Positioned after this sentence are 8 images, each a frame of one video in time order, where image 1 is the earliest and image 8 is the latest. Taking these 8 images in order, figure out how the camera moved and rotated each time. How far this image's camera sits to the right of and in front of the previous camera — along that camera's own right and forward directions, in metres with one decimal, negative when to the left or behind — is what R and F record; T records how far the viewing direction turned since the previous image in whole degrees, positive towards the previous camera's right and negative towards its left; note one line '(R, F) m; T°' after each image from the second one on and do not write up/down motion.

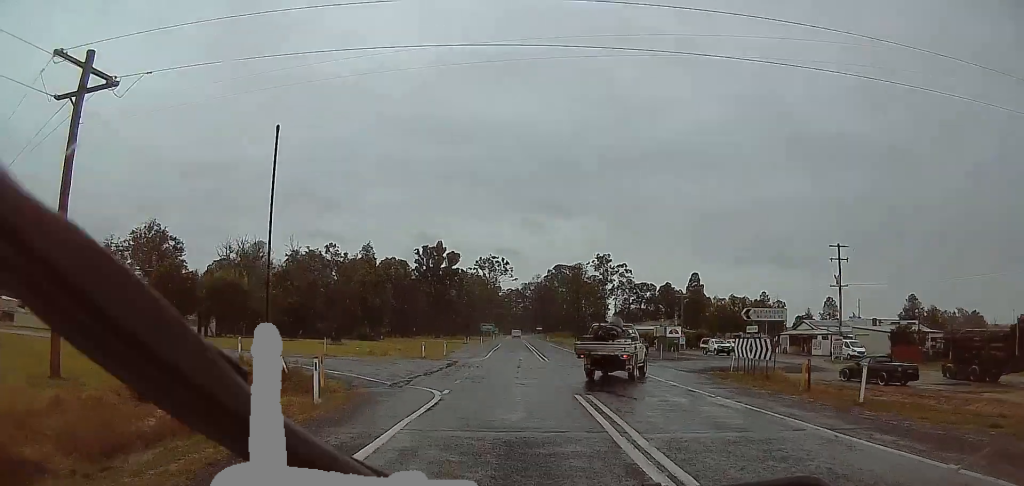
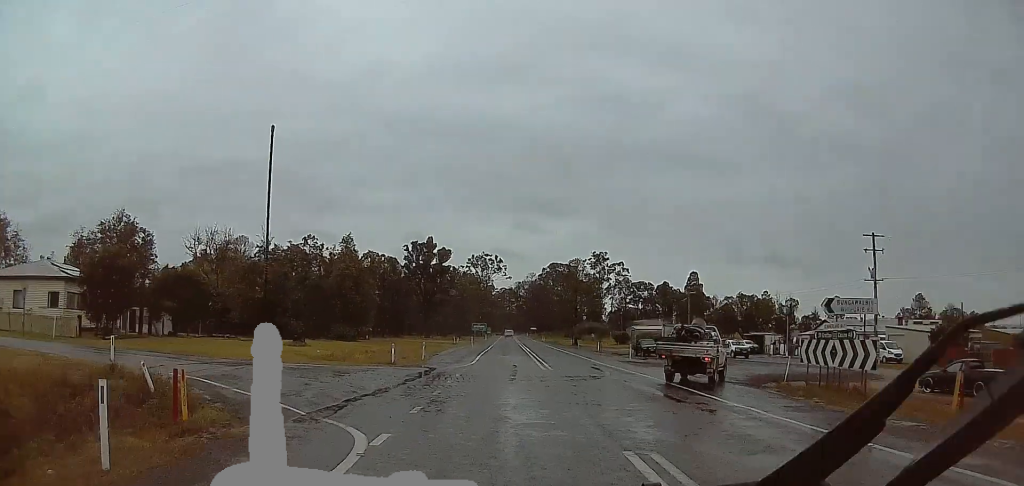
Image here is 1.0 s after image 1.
(0.0, +8.9) m; +3°
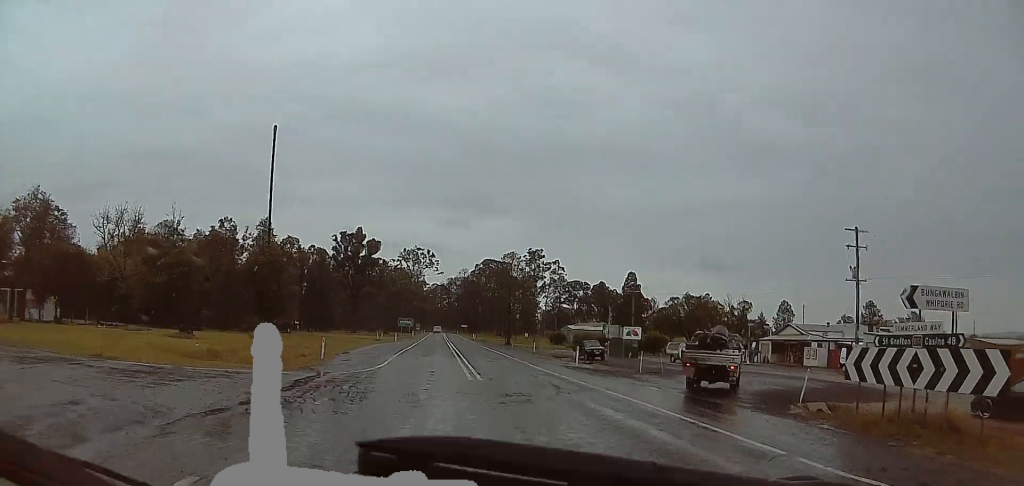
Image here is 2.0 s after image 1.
(+0.5, +8.0) m; +4°
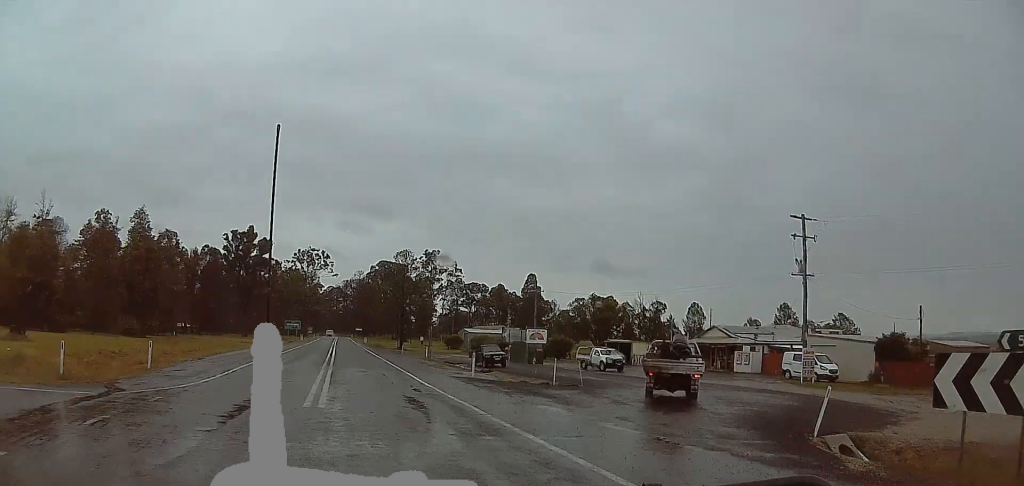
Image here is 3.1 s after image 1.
(+0.1, +8.0) m; +4°
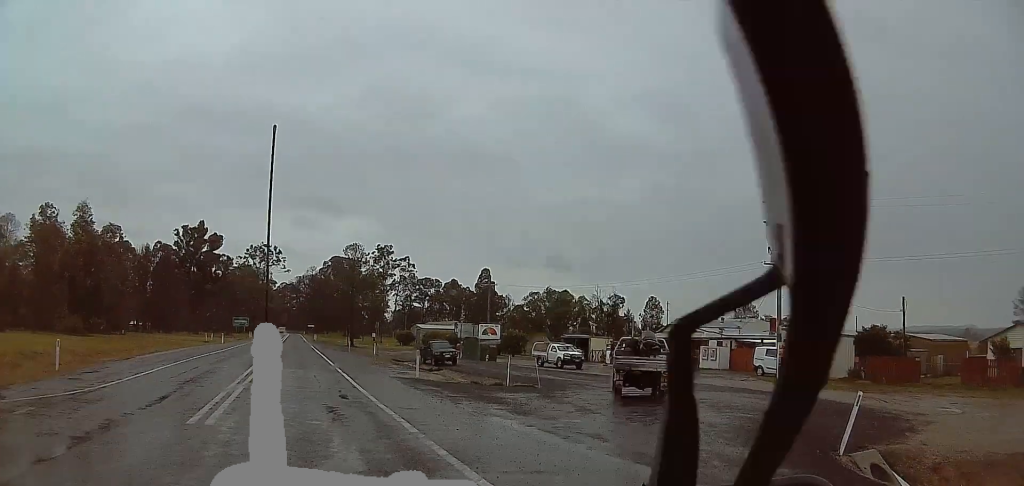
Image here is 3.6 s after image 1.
(0.0, +3.2) m; +5°
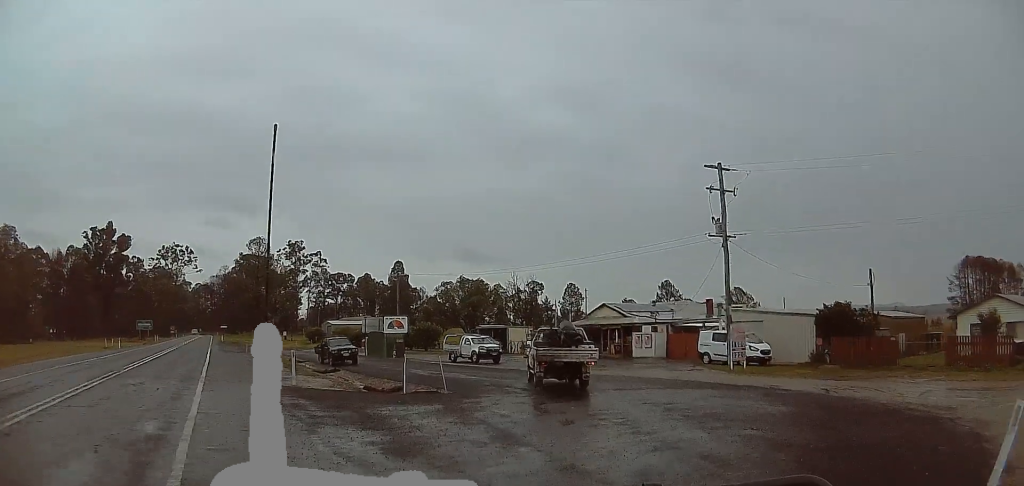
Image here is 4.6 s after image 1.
(+0.7, +6.3) m; +9°
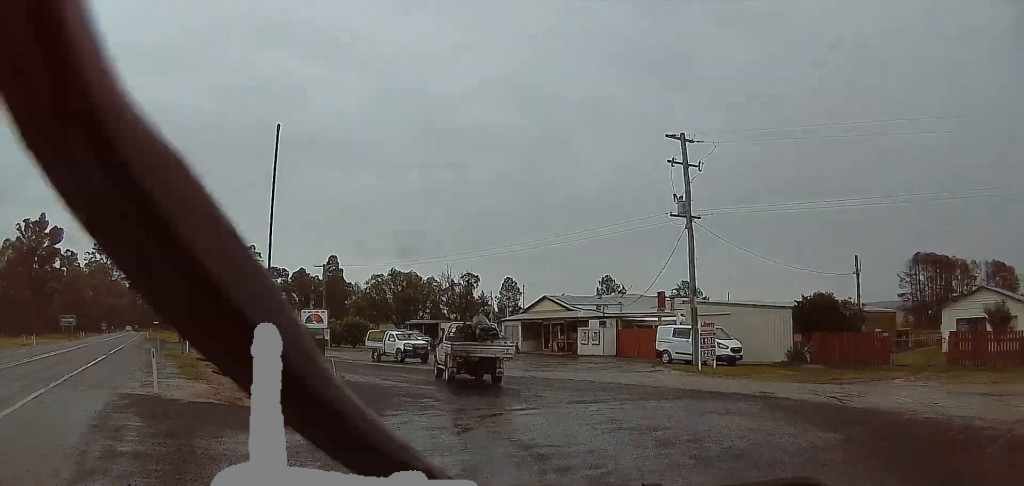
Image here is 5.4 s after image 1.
(+0.3, +5.5) m; +3°
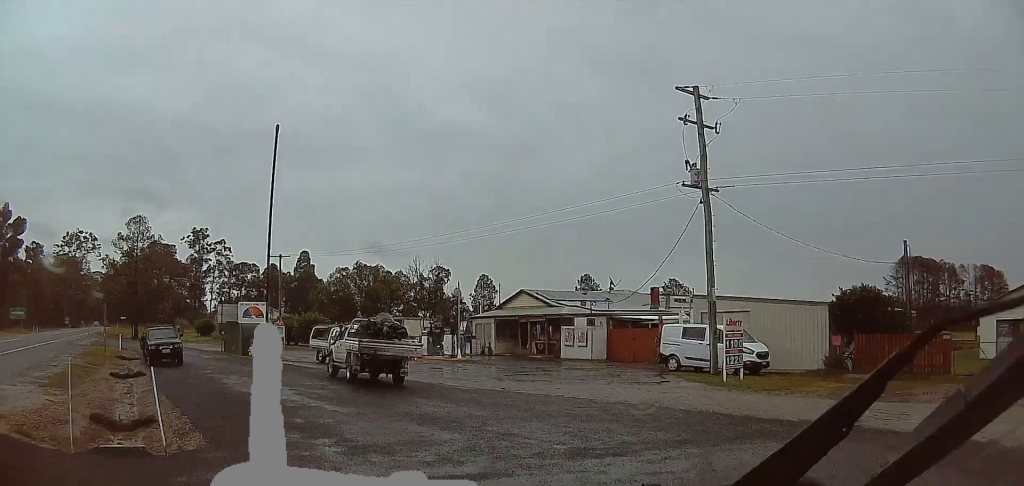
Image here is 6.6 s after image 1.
(0.0, +7.1) m; 0°
